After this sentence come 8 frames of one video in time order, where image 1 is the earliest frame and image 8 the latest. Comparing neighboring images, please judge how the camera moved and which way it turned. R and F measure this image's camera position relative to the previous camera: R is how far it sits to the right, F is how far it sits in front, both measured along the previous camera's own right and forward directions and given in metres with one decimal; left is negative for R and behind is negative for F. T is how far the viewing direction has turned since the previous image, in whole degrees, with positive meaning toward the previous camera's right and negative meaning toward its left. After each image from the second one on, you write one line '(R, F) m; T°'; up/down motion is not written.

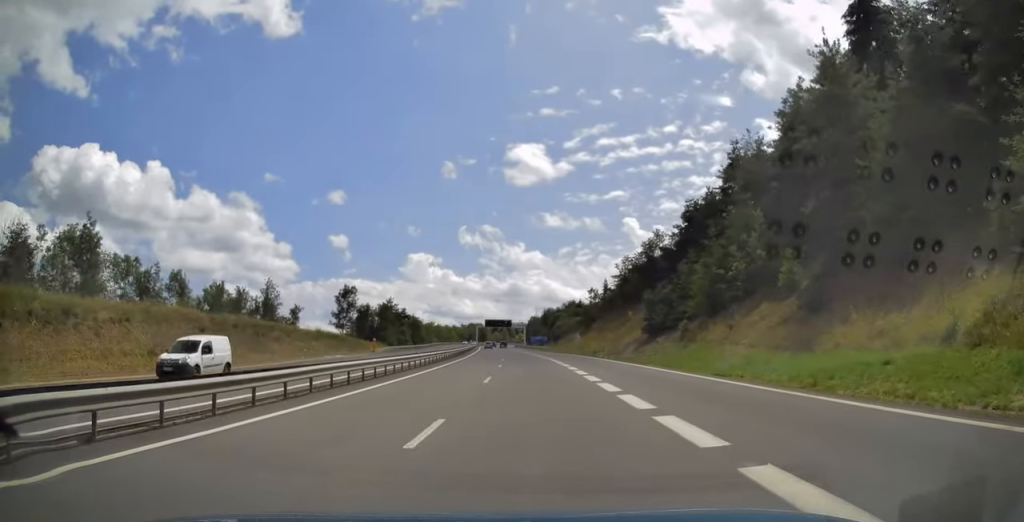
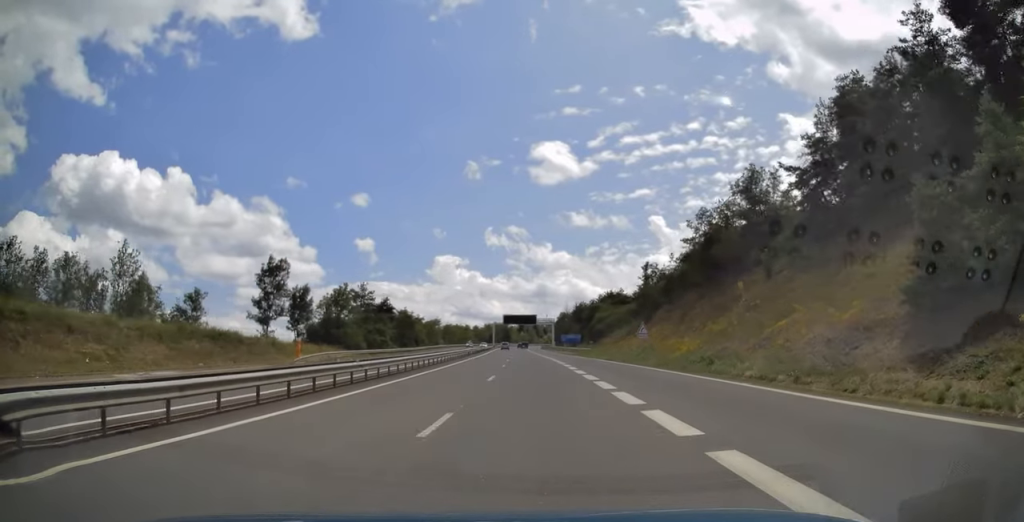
(-1.1, +37.0) m; -3°
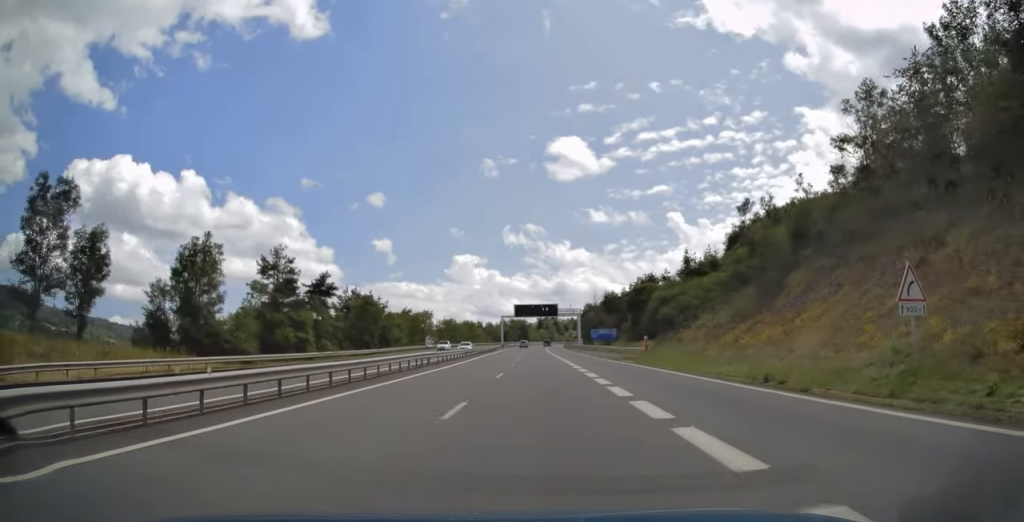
(-0.6, +33.1) m; -2°
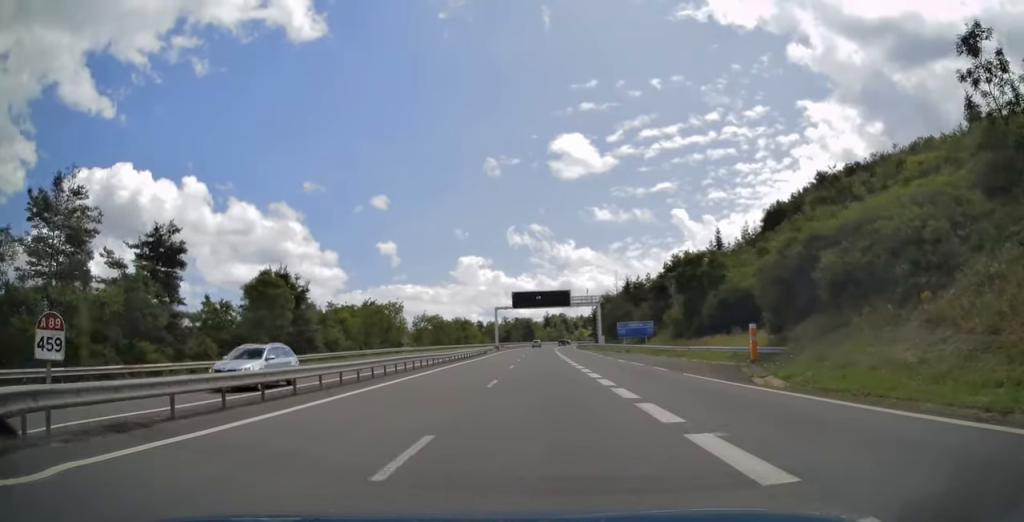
(-0.5, +28.9) m; -2°
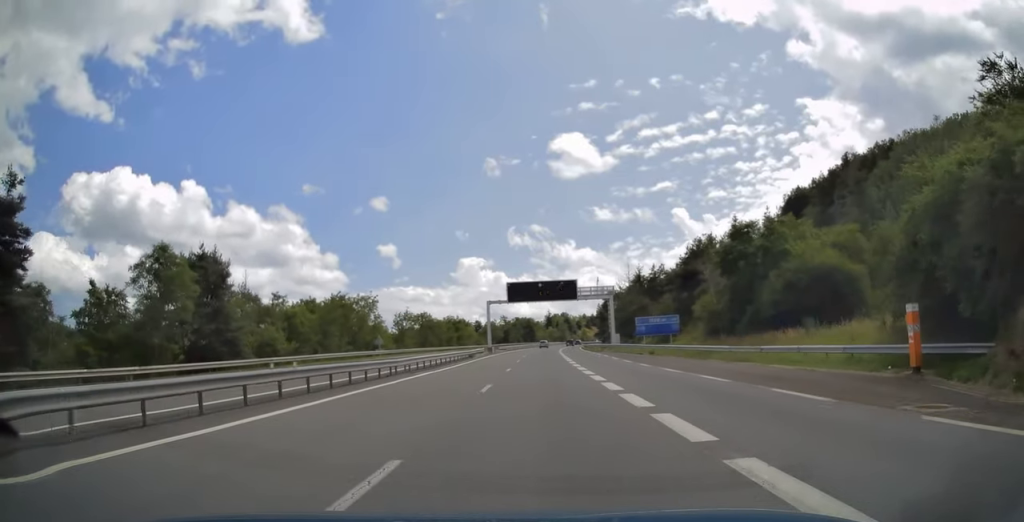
(-0.1, +14.6) m; 0°
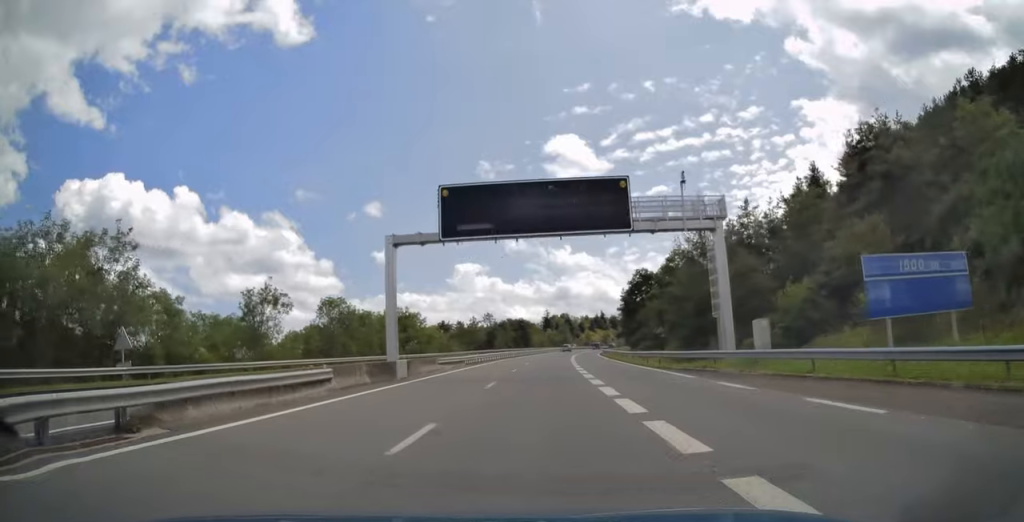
(-0.2, +50.1) m; 0°
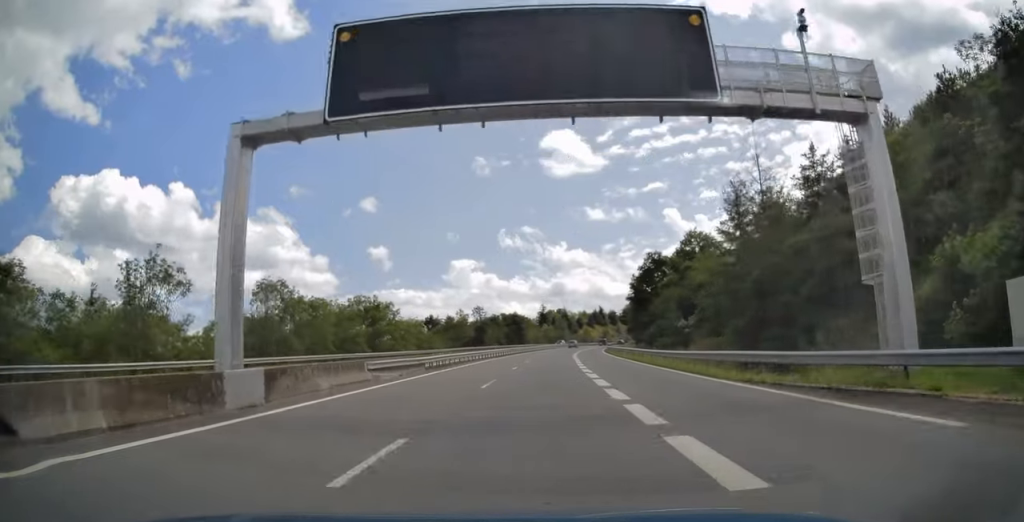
(0.0, +16.3) m; 0°
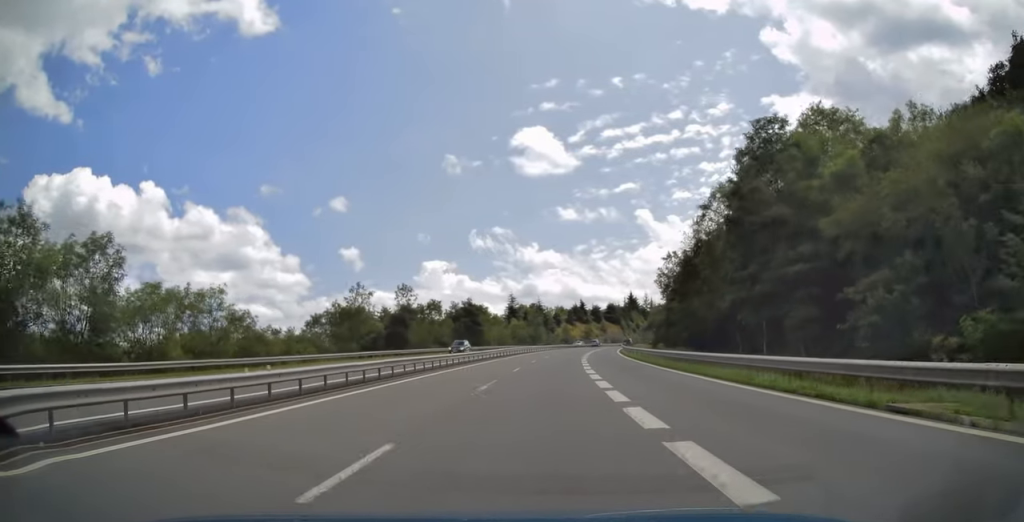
(+0.3, +54.9) m; +2°
